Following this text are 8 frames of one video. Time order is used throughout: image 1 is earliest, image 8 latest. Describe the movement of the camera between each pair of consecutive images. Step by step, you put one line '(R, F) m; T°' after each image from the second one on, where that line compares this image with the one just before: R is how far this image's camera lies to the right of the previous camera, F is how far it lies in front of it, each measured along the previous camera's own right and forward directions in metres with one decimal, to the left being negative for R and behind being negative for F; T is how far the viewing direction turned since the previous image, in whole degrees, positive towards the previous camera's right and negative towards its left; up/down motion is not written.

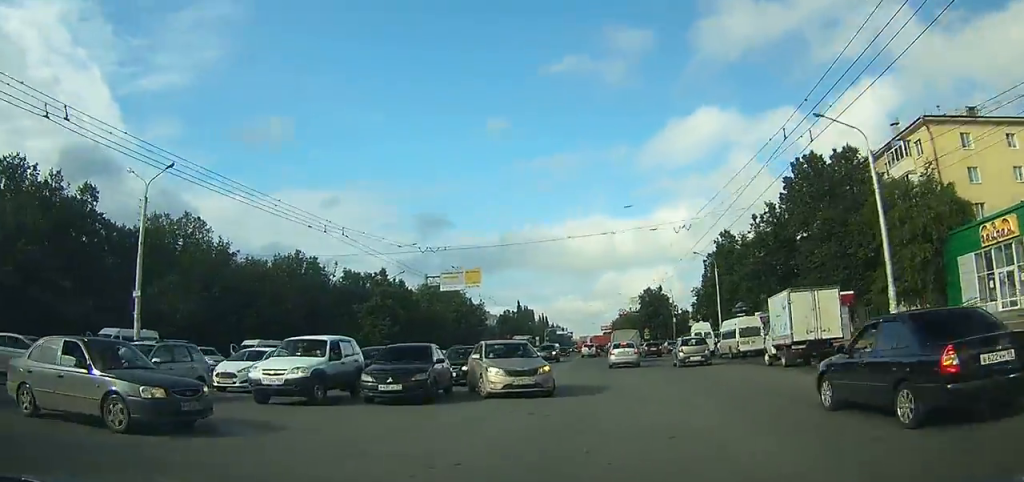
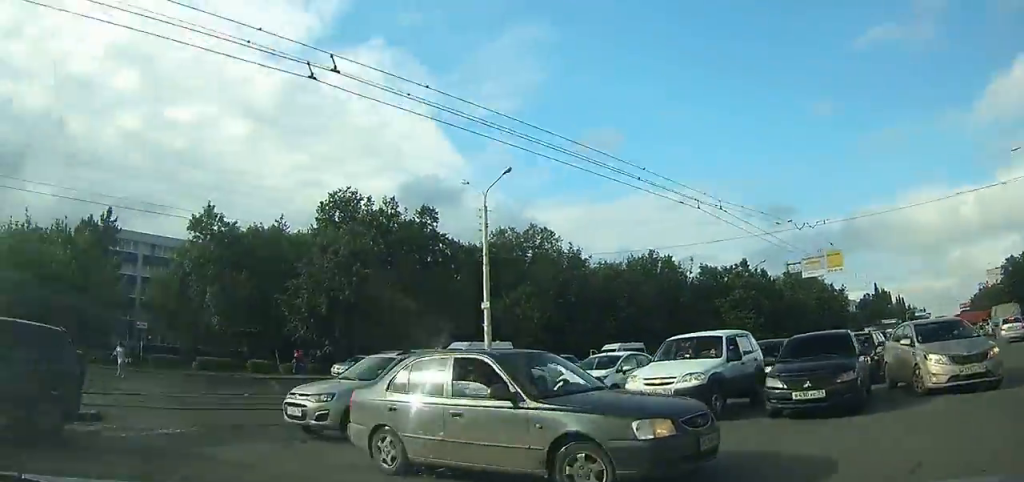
(+0.3, +5.2) m; -21°
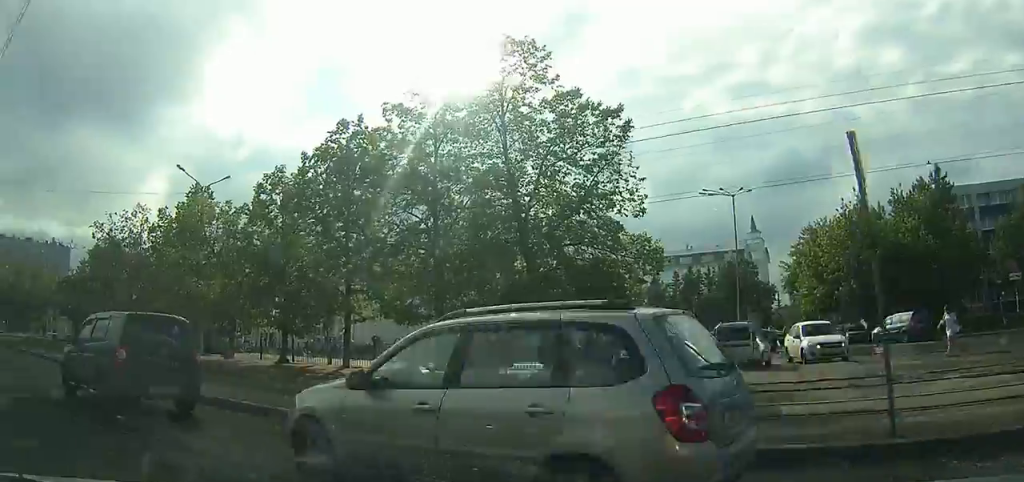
(-4.4, +4.4) m; -98°
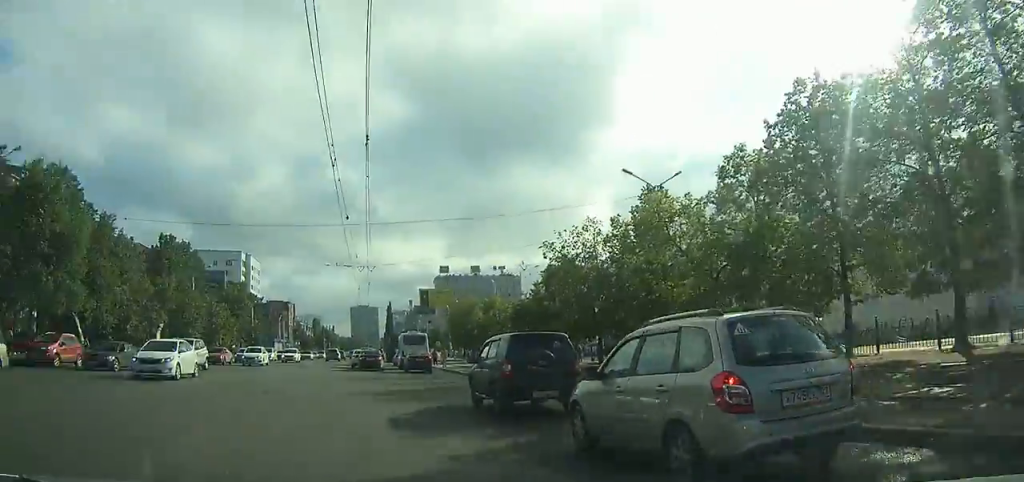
(-2.4, +3.3) m; -18°
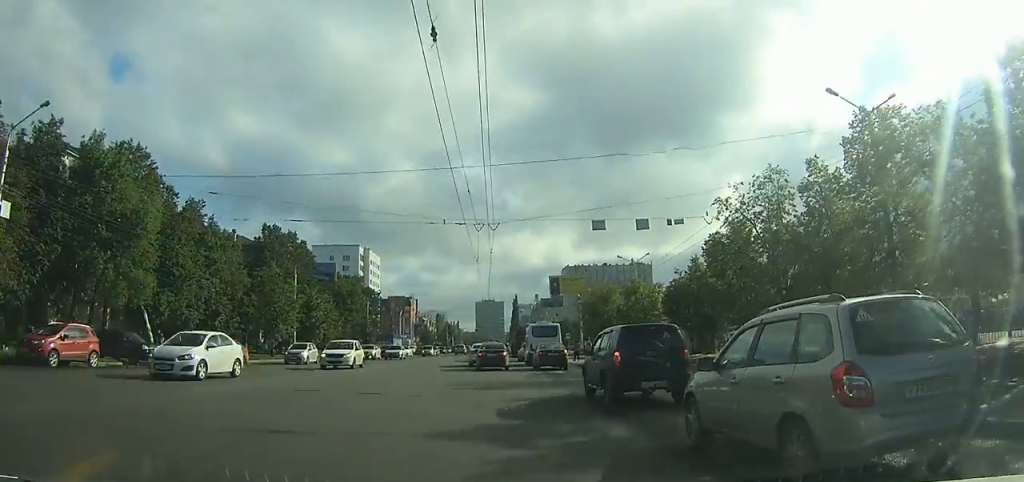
(-2.4, +7.2) m; -18°
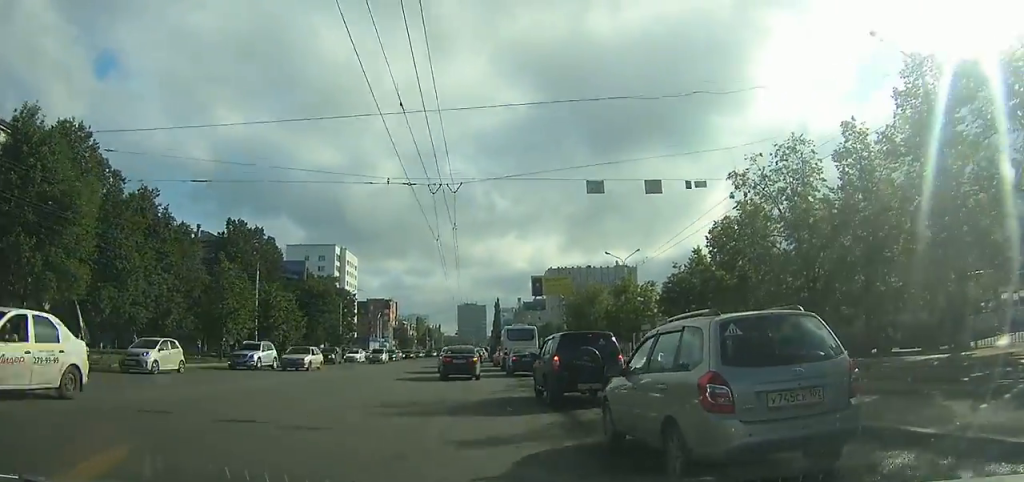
(0.0, +5.5) m; 0°
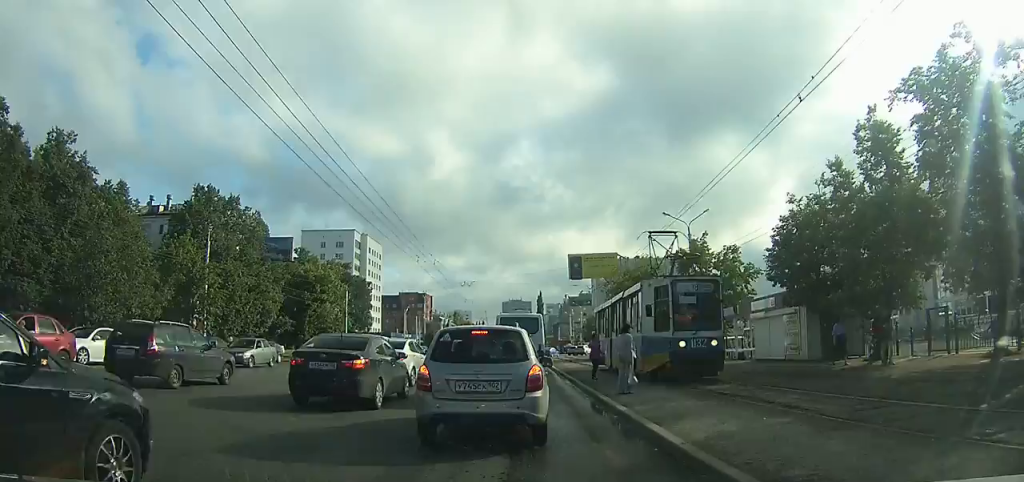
(0.0, +15.2) m; 0°
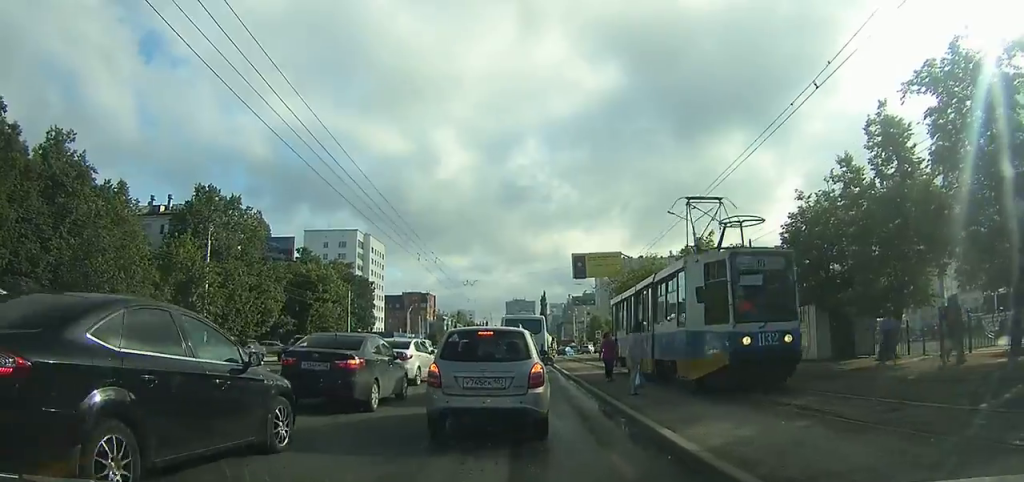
(0.0, +1.3) m; -1°
